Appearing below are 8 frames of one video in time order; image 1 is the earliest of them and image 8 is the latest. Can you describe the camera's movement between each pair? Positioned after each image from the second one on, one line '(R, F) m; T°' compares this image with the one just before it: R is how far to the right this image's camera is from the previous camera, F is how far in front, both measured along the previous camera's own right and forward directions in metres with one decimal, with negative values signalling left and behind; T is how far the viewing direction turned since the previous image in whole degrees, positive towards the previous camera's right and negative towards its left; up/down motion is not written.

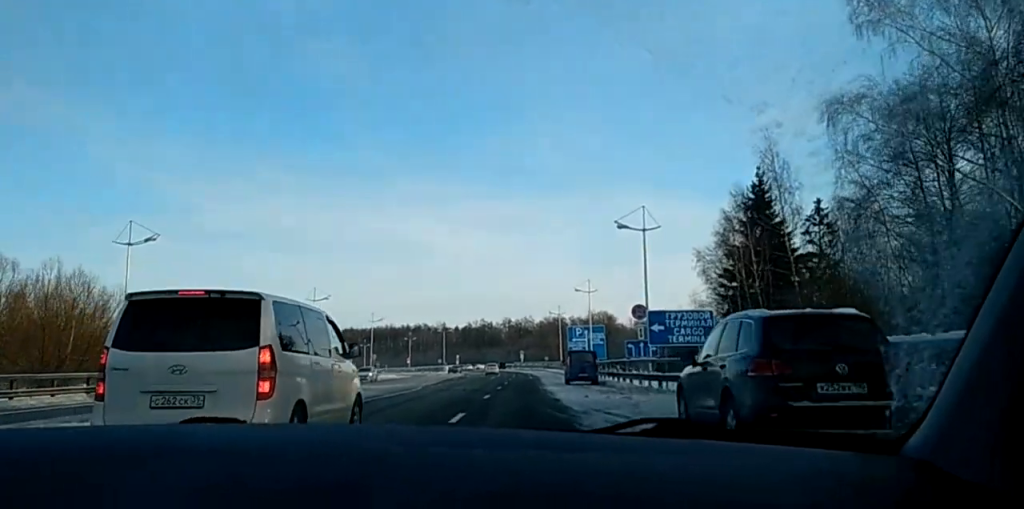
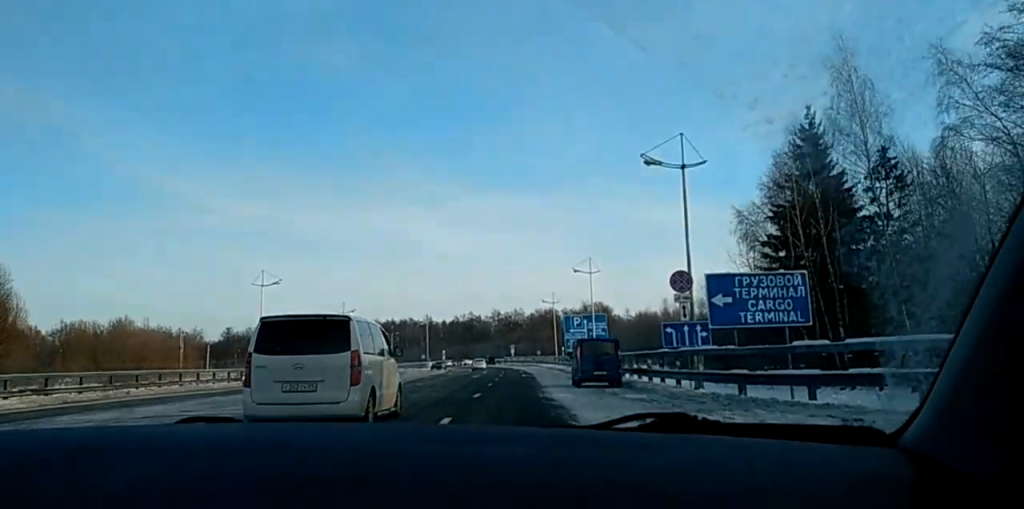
(+0.5, +14.5) m; 0°
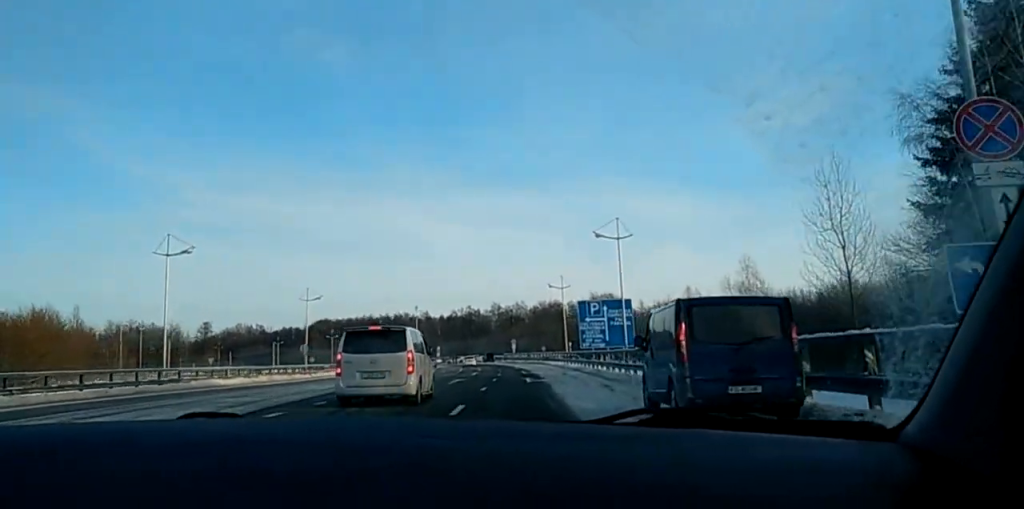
(-0.4, +21.6) m; -2°
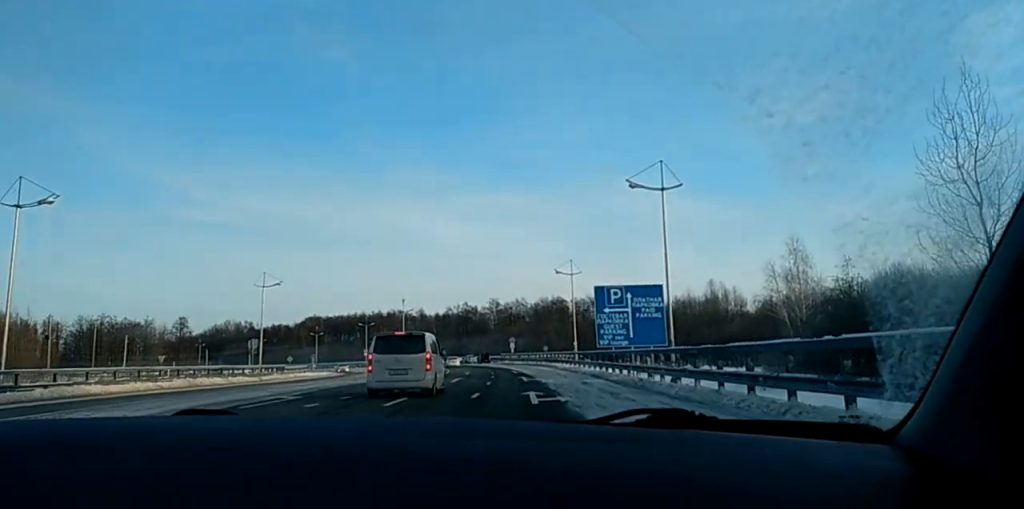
(-0.2, +17.1) m; -1°
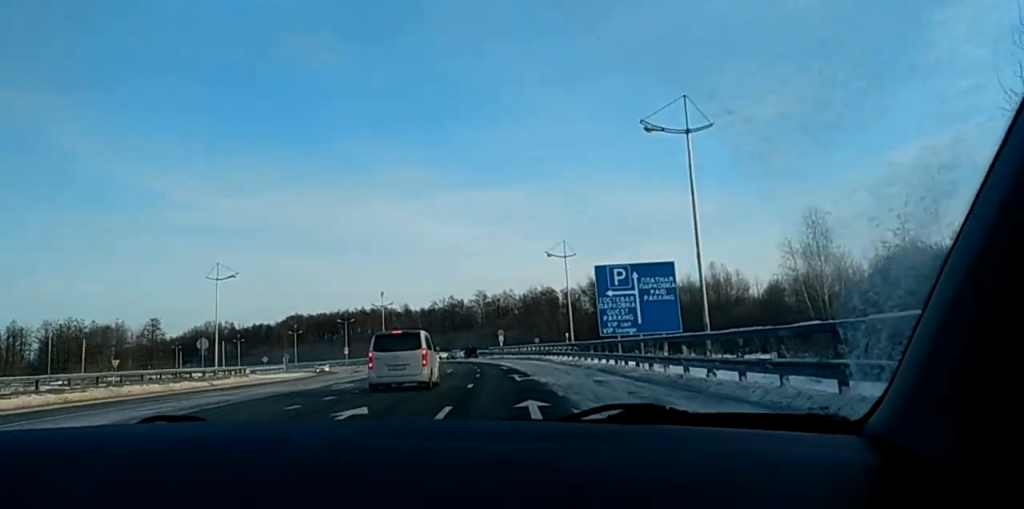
(0.0, +9.1) m; -1°
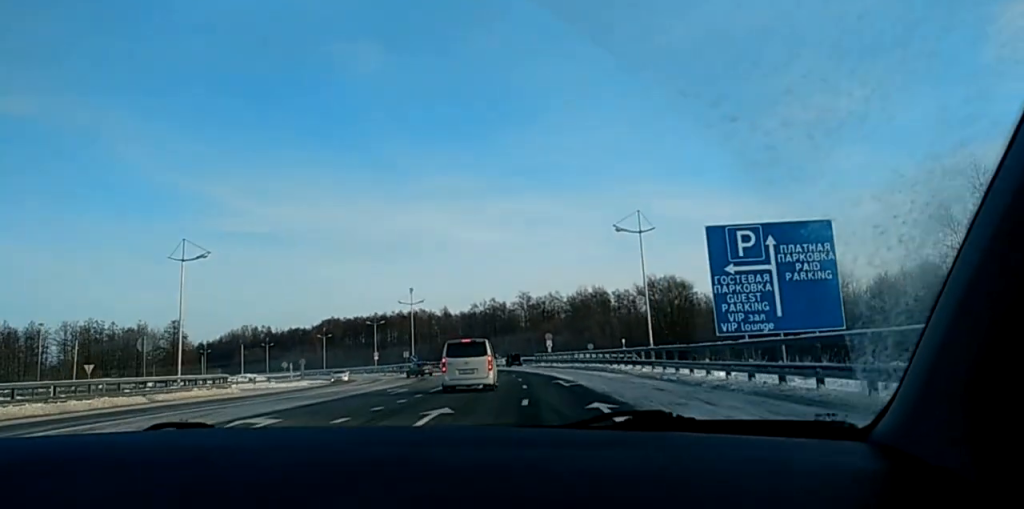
(-0.2, +18.0) m; -1°
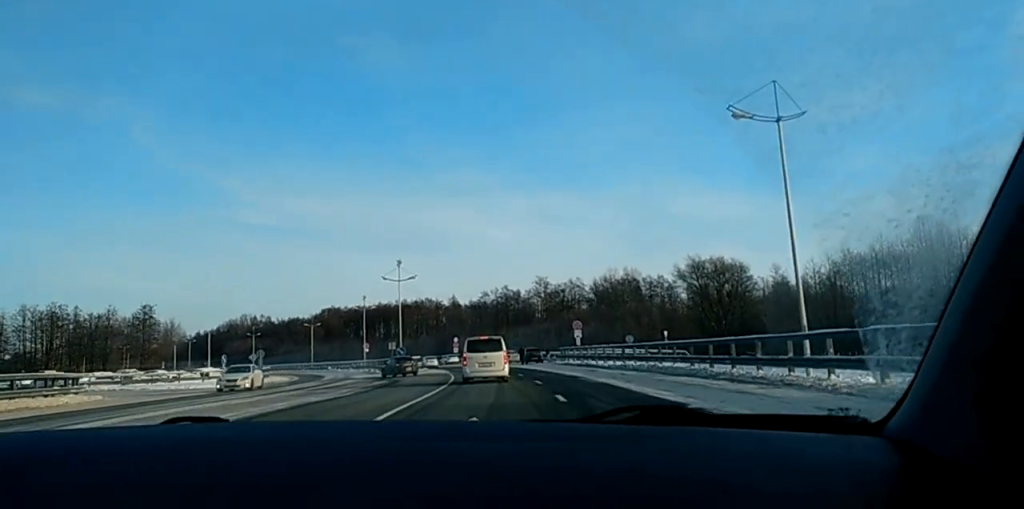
(-0.2, +25.2) m; -3°
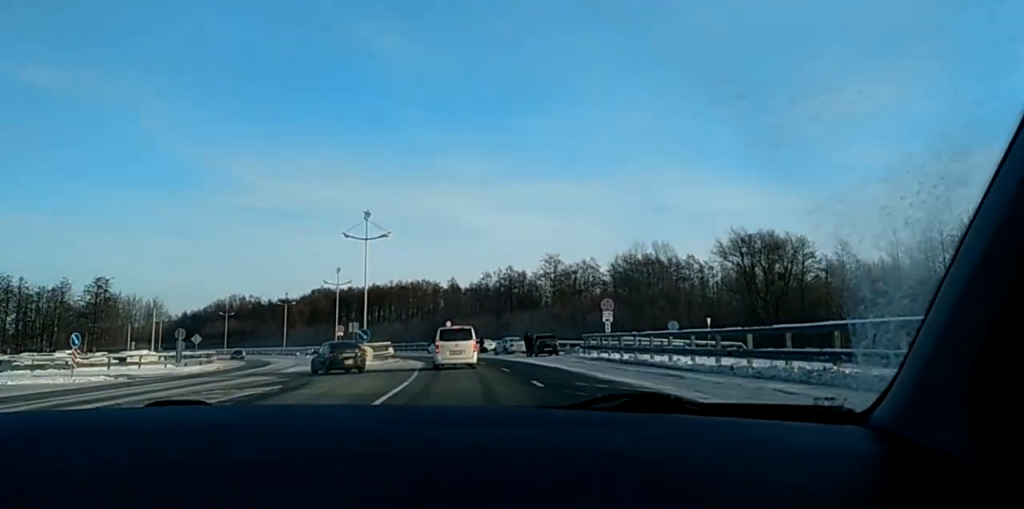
(-1.1, +21.8) m; -2°
